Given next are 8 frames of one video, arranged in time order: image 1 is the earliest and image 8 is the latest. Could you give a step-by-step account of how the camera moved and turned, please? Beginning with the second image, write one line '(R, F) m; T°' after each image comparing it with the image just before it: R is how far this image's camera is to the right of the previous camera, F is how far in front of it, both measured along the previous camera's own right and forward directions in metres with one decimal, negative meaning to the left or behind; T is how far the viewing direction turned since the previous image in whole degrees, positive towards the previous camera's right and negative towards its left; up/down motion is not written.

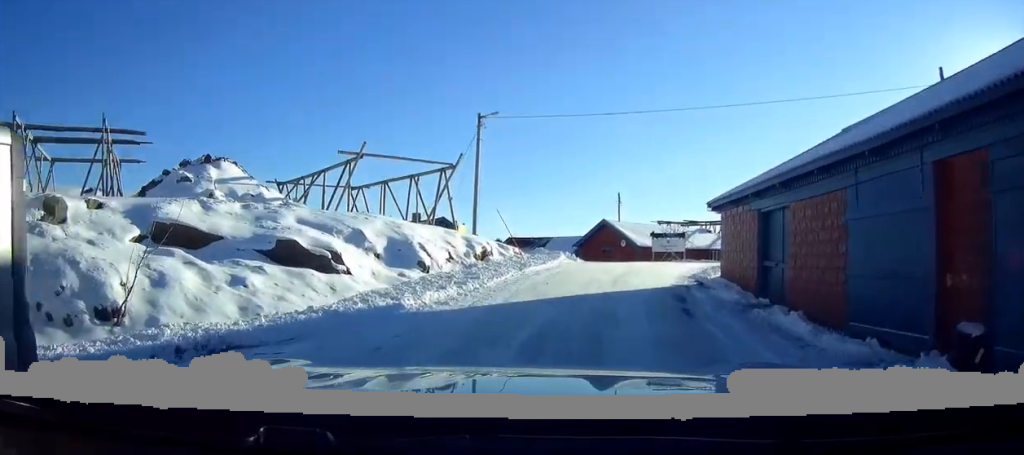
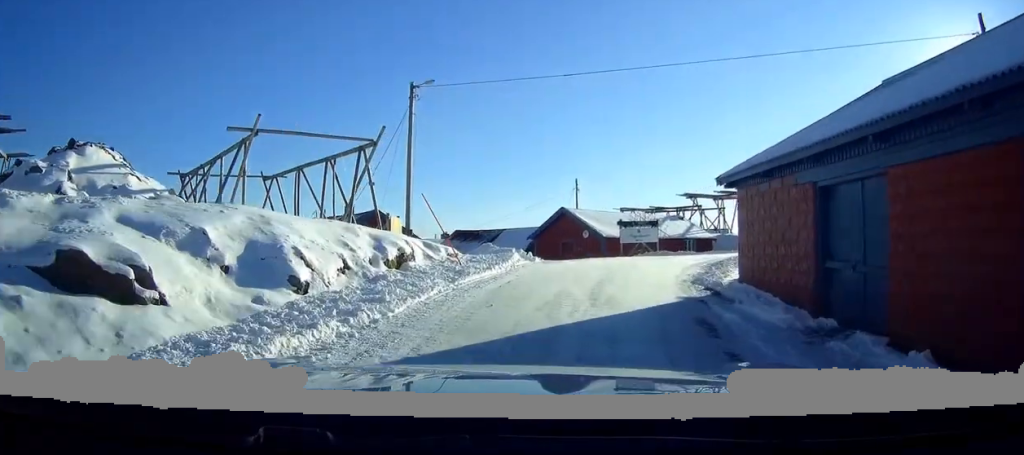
(+0.3, +4.9) m; +10°
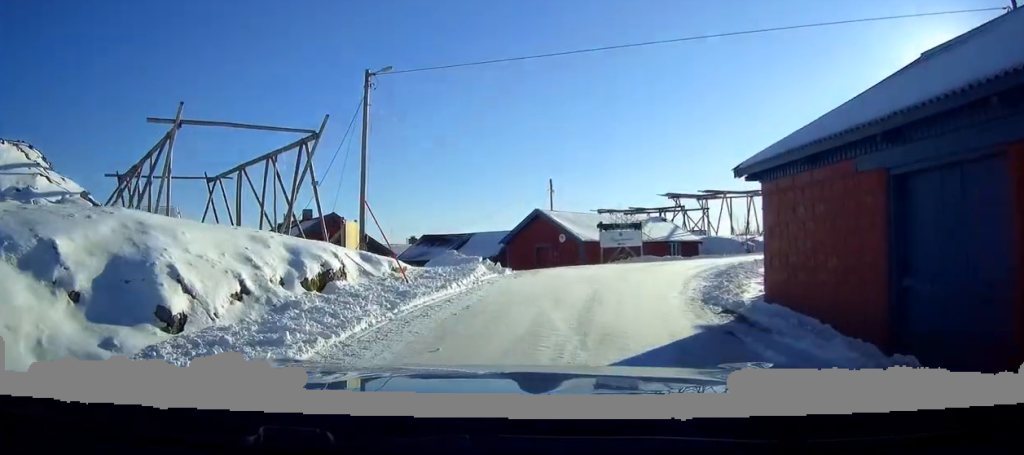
(+0.3, +2.7) m; +4°
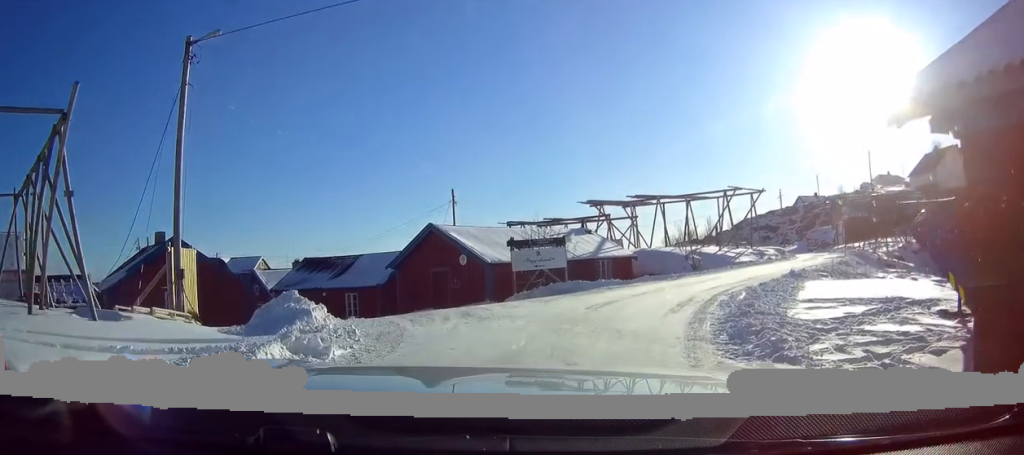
(+0.4, +7.1) m; +2°
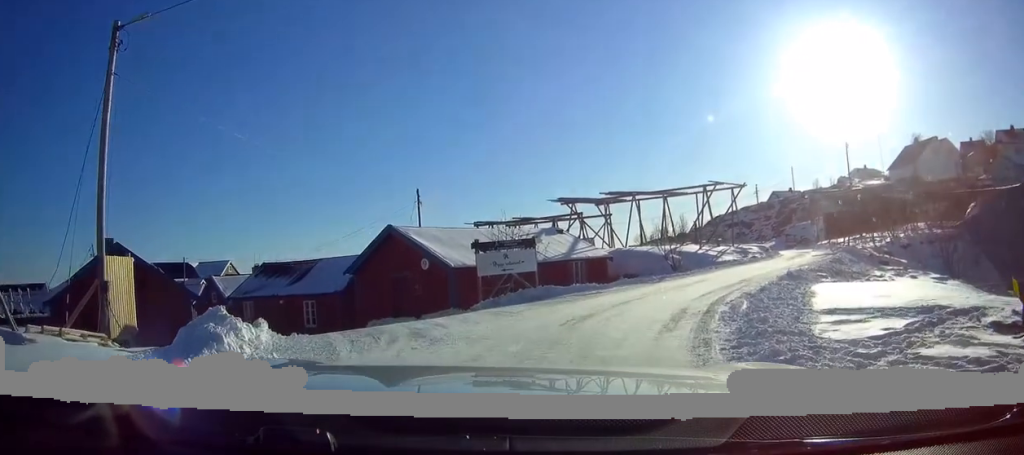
(-0.1, +2.2) m; +3°
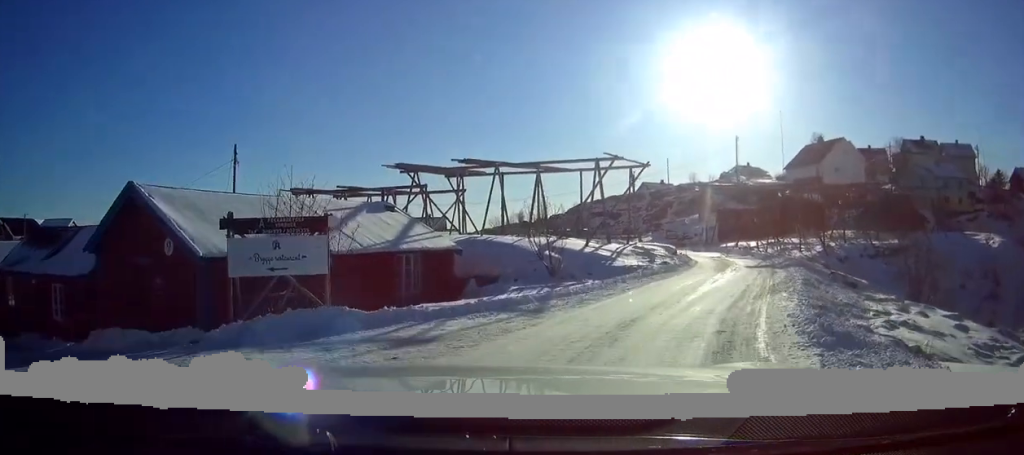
(+1.4, +10.3) m; +14°
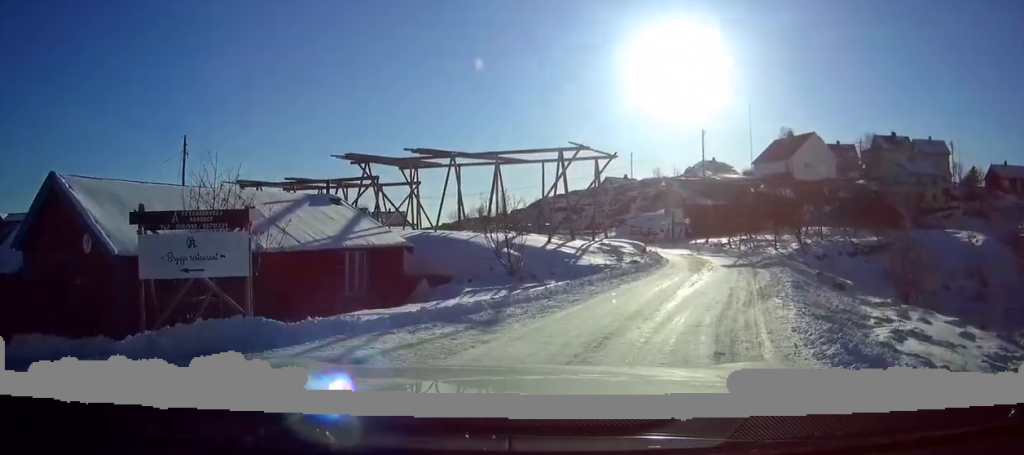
(-0.1, +2.1) m; +1°
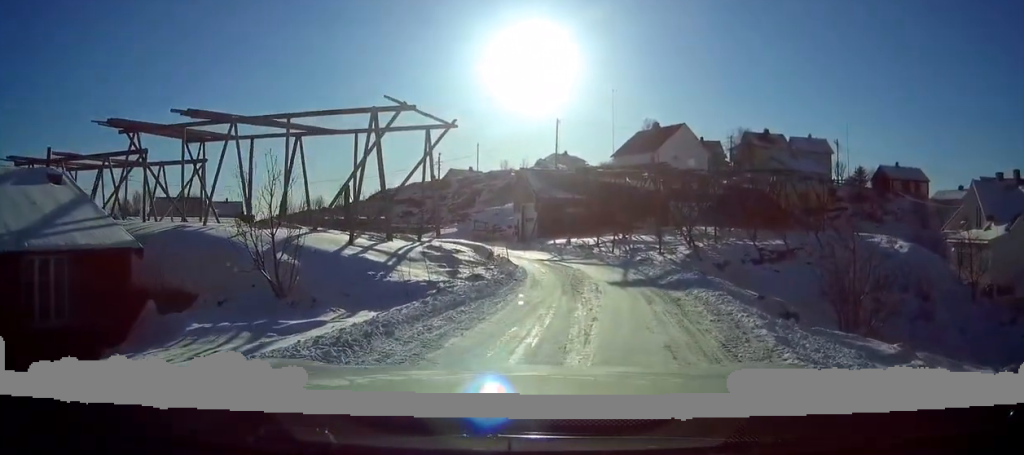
(+0.6, +8.3) m; +7°
